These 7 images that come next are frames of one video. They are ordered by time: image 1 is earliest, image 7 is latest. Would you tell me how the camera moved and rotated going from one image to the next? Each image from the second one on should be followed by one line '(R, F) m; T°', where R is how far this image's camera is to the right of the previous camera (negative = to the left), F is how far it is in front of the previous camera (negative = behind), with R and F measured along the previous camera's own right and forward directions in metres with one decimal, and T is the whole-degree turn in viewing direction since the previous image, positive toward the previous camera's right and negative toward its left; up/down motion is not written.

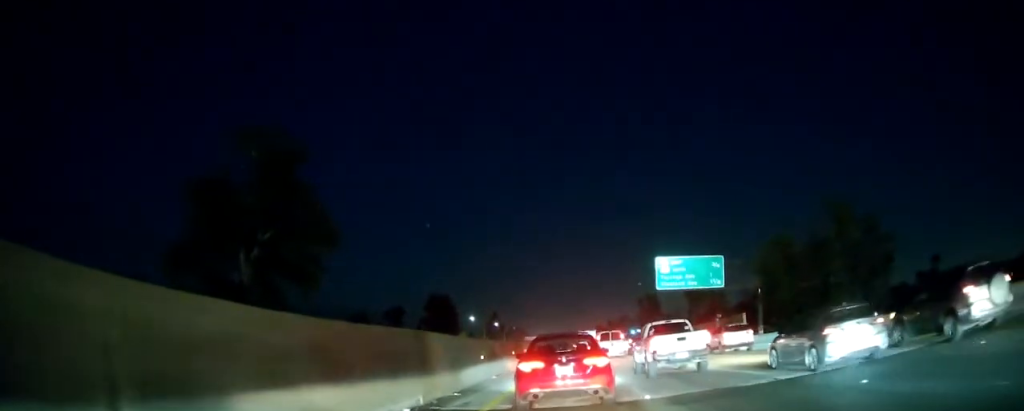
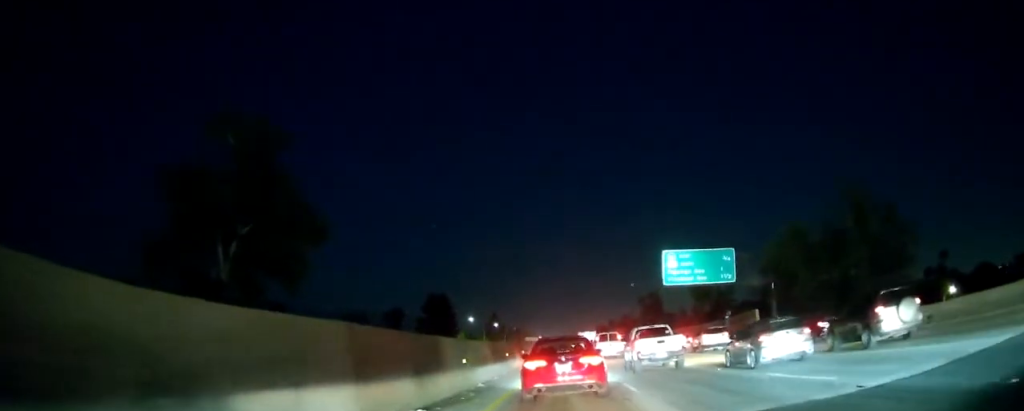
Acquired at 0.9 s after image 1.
(0.0, +3.5) m; 0°
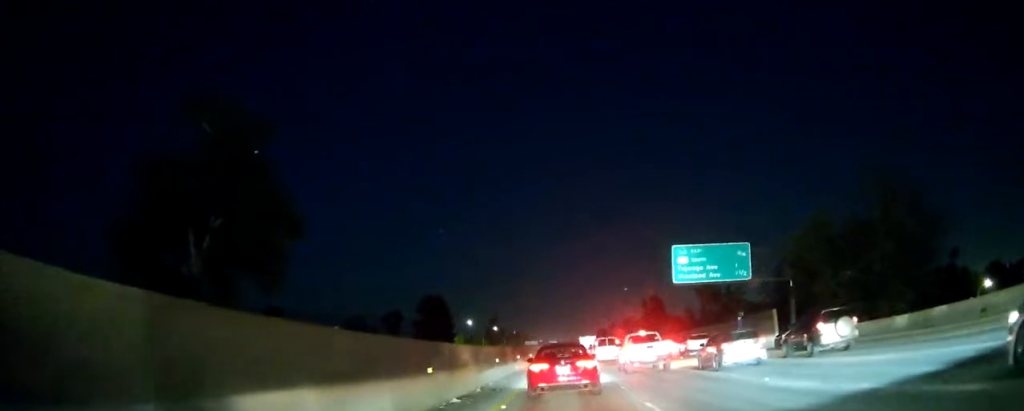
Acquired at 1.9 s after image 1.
(0.0, +4.3) m; 0°
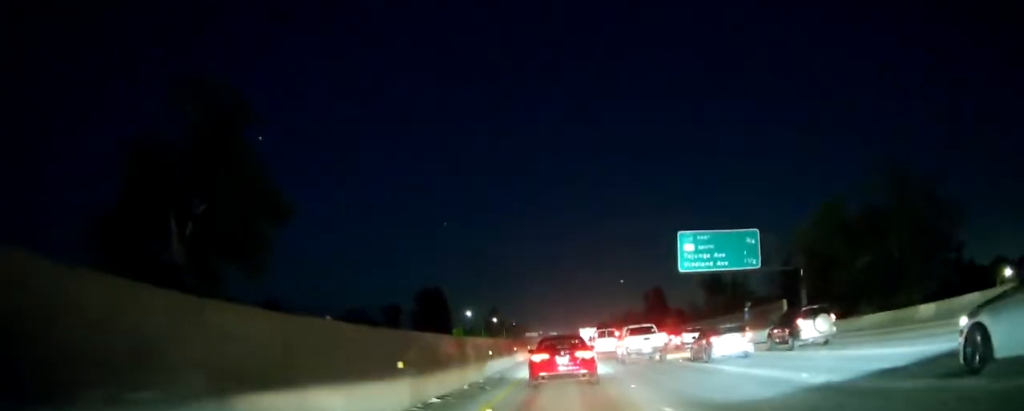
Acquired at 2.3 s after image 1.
(0.0, +2.1) m; 0°
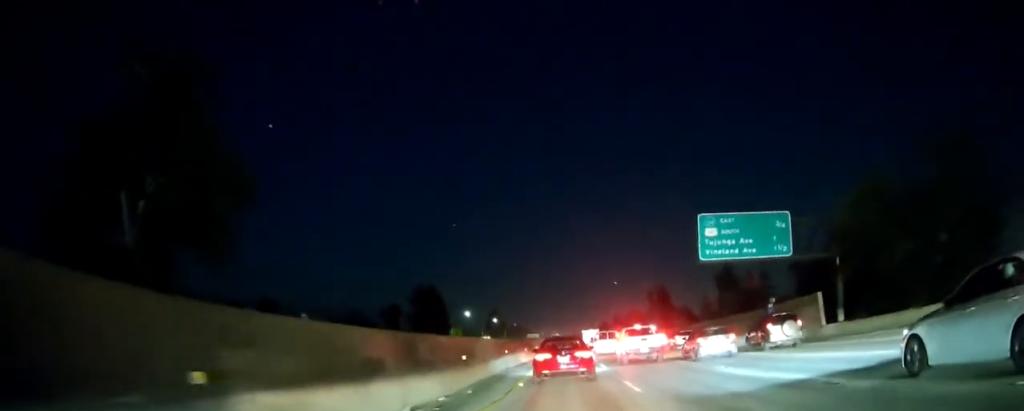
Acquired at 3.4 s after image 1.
(0.0, +6.0) m; 0°
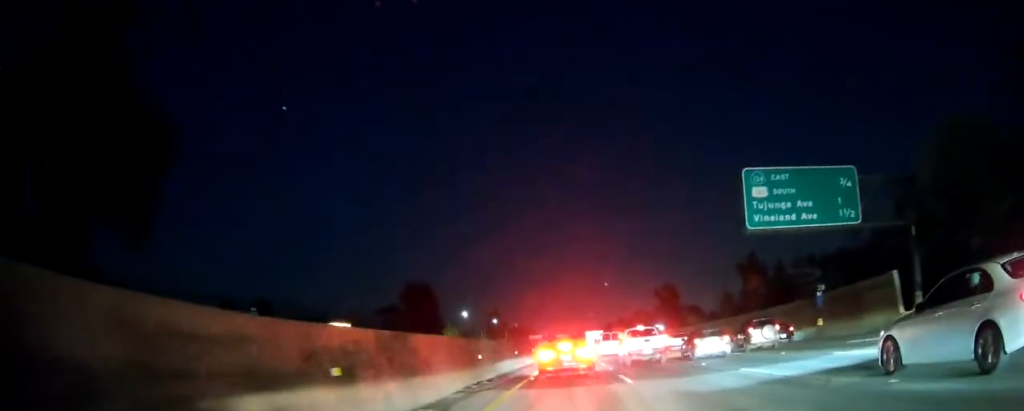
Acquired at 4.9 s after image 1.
(0.0, +10.4) m; -1°
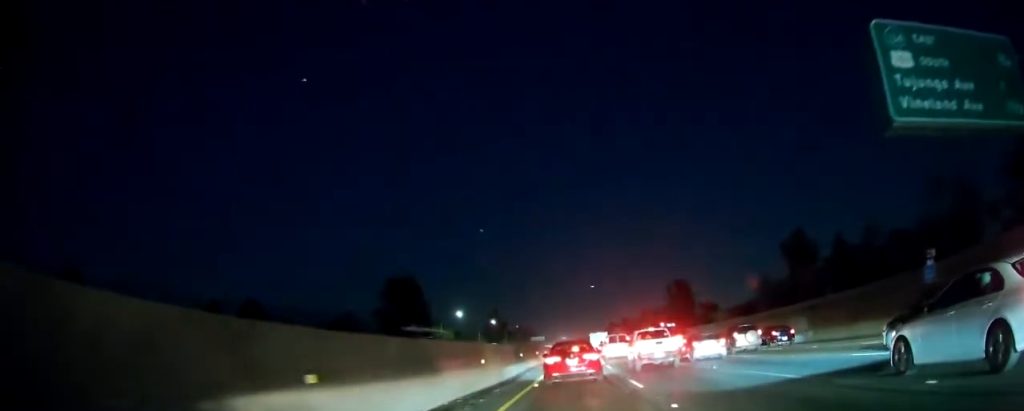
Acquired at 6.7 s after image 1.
(-0.4, +14.8) m; -1°
